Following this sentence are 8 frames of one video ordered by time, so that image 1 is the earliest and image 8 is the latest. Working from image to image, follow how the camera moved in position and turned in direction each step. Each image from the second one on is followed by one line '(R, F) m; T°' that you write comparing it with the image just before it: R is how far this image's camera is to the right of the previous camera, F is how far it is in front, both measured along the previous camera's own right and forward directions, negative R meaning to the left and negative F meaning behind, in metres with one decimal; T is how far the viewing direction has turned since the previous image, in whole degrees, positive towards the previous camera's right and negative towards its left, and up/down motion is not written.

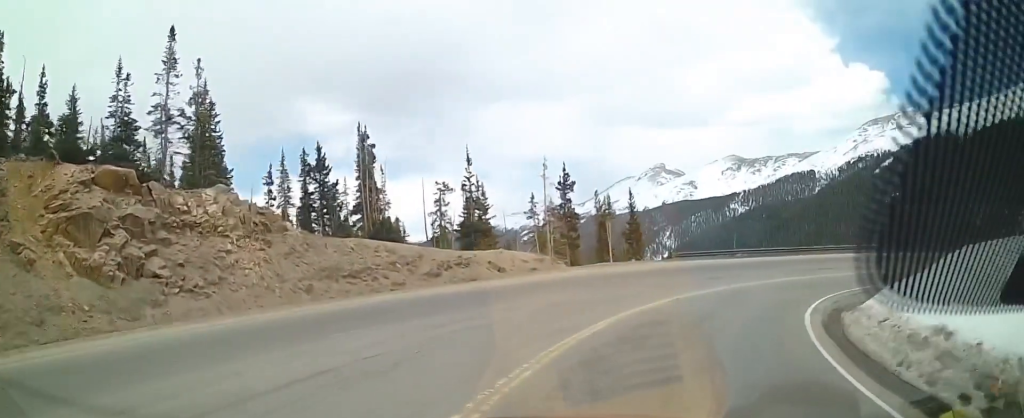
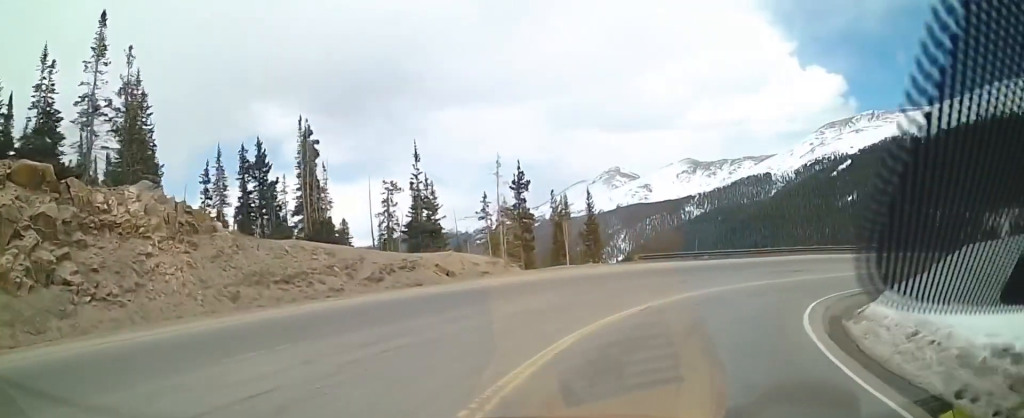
(+0.1, +3.4) m; +7°
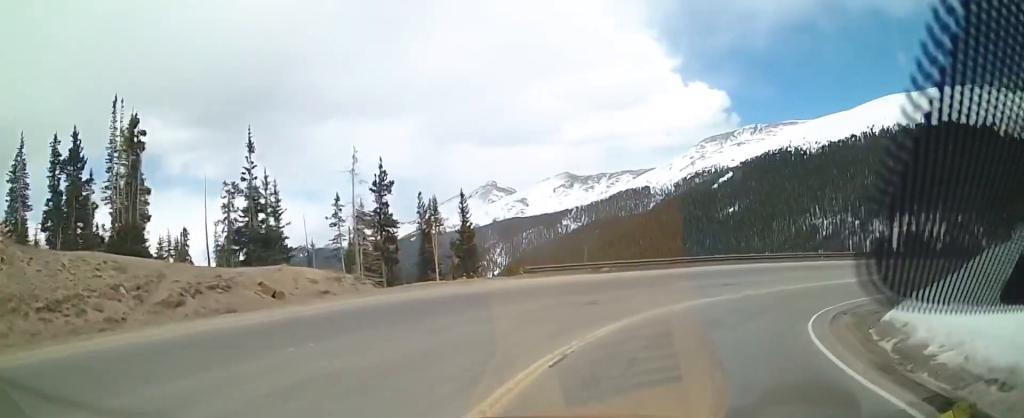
(+2.1, +8.8) m; +23°
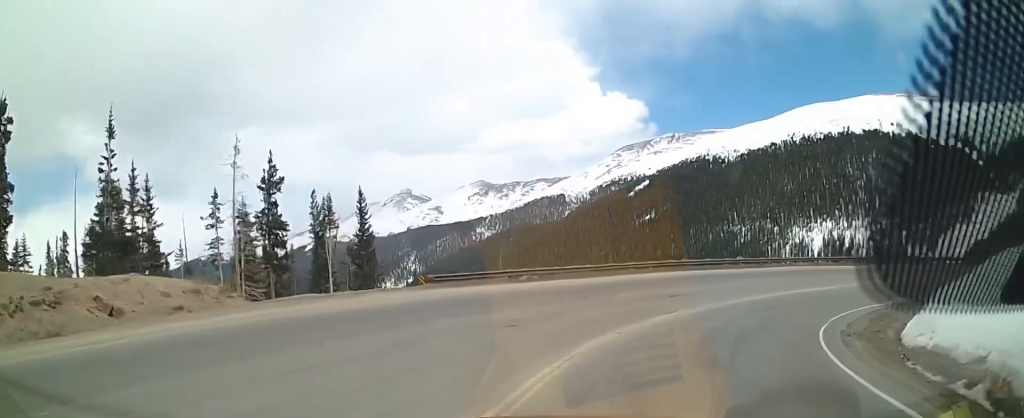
(+0.8, +6.4) m; +10°
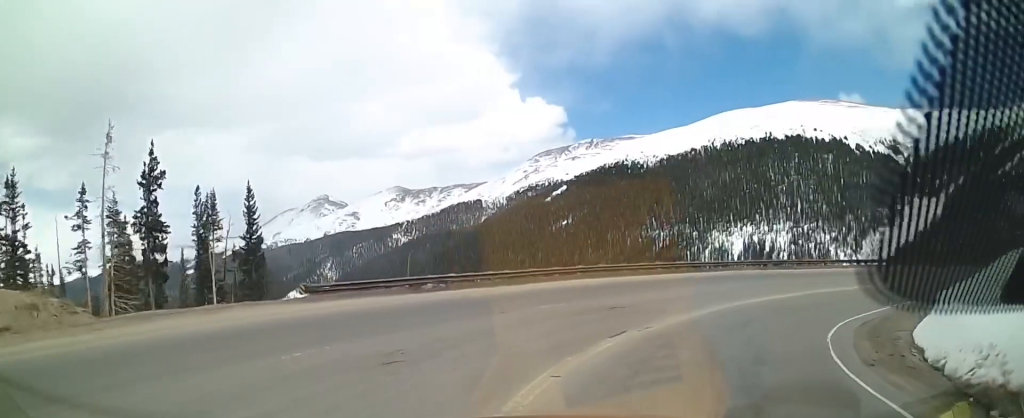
(-0.1, +5.7) m; +7°
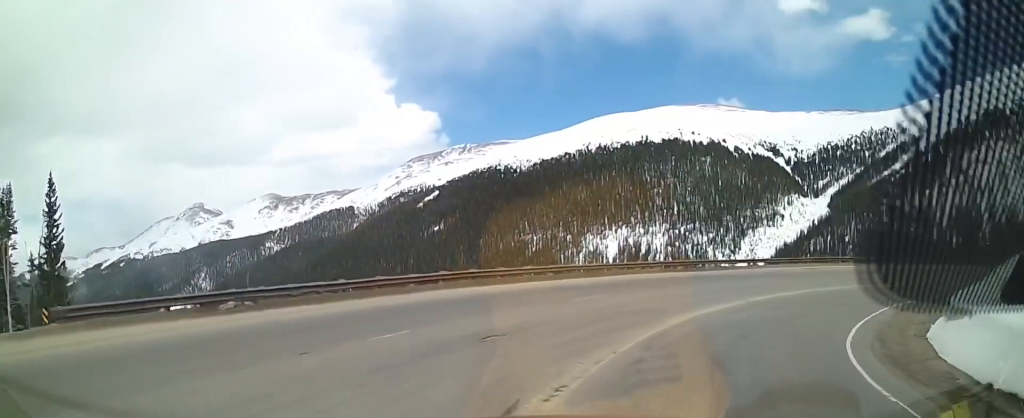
(+1.3, +8.6) m; +15°
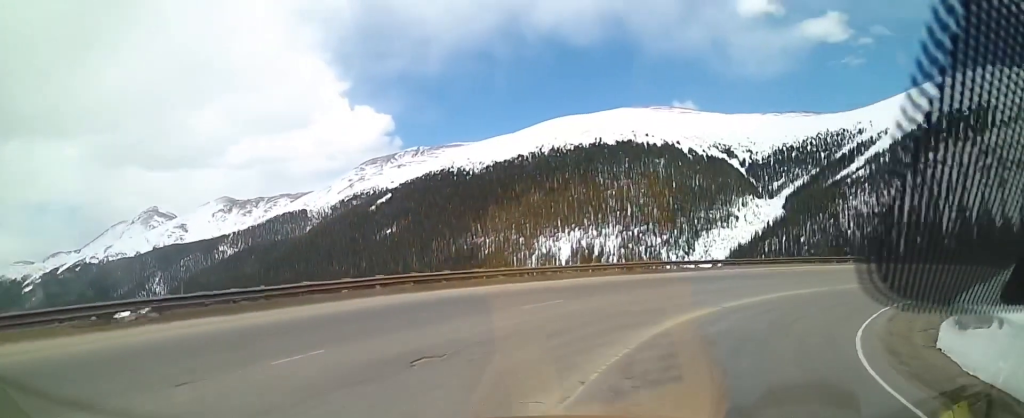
(+0.2, +3.1) m; +6°
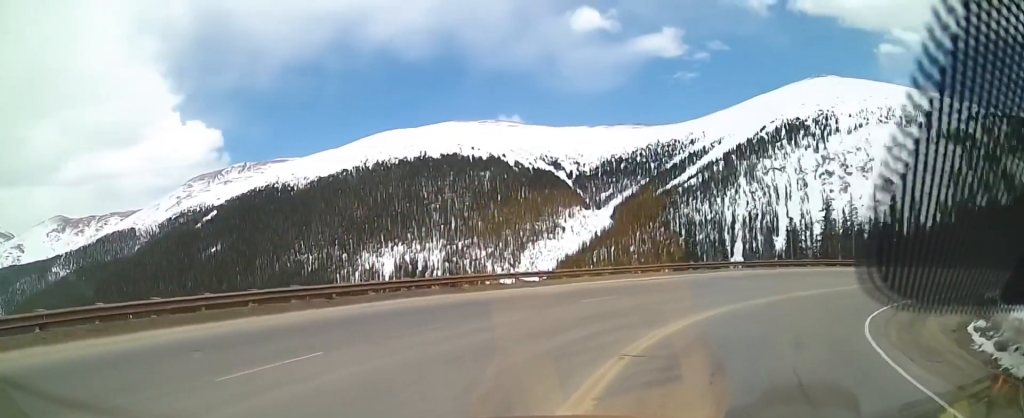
(+1.9, +10.7) m; +24°
